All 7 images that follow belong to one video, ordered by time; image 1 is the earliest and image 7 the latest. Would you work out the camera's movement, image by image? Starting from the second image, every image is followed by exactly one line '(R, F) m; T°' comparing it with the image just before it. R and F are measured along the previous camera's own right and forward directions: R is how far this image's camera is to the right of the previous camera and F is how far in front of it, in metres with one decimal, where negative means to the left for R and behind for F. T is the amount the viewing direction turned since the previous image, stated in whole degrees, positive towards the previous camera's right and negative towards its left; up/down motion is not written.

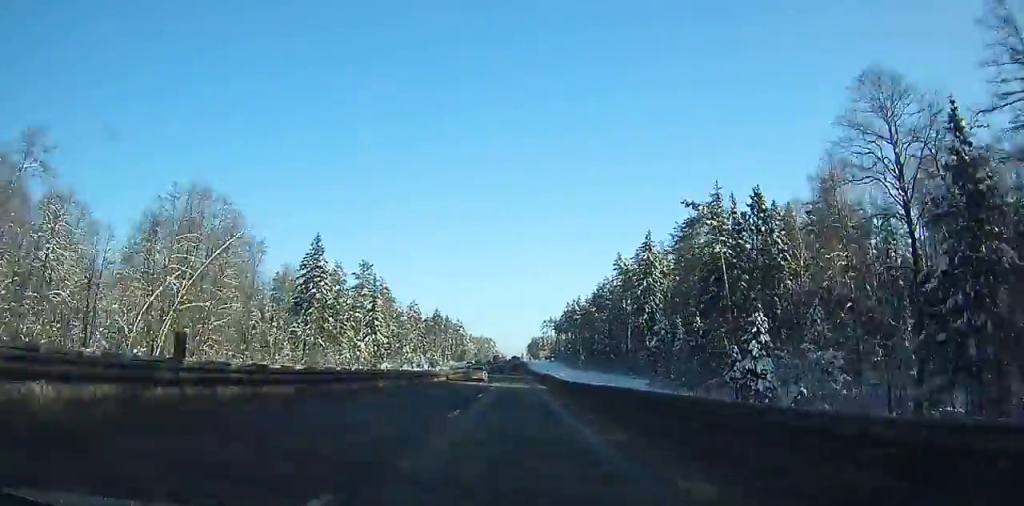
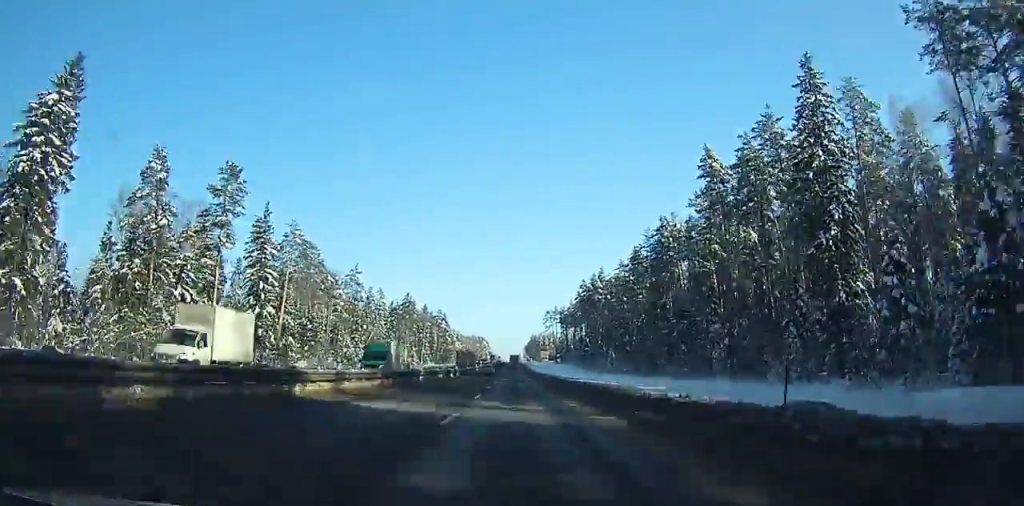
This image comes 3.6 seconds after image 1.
(-1.3, +74.3) m; -2°
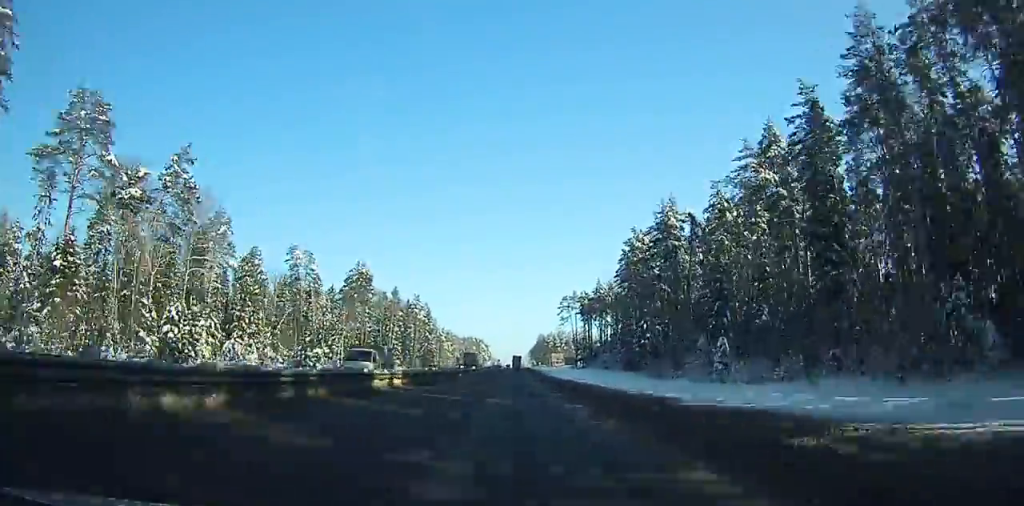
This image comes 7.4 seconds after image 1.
(+1.1, +76.4) m; +3°
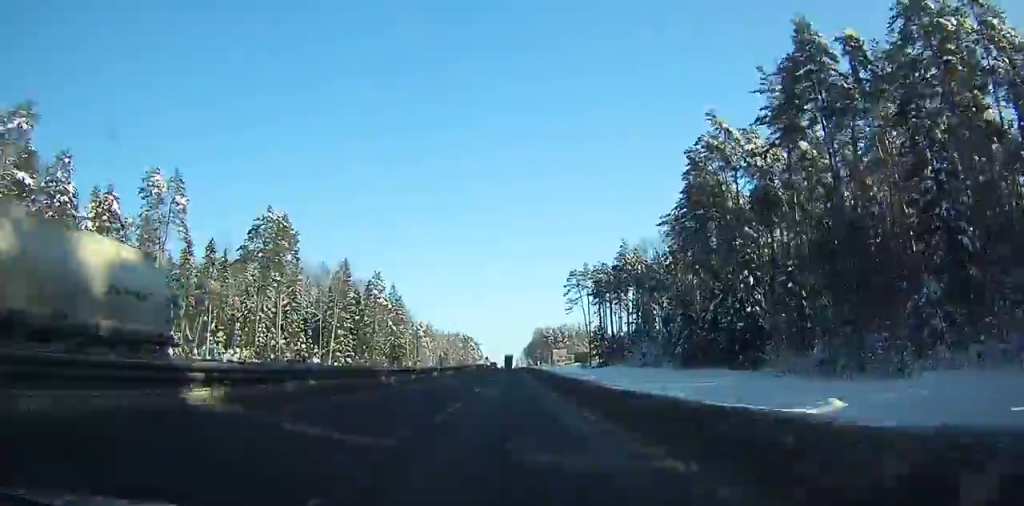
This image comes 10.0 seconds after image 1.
(+1.5, +49.7) m; 0°
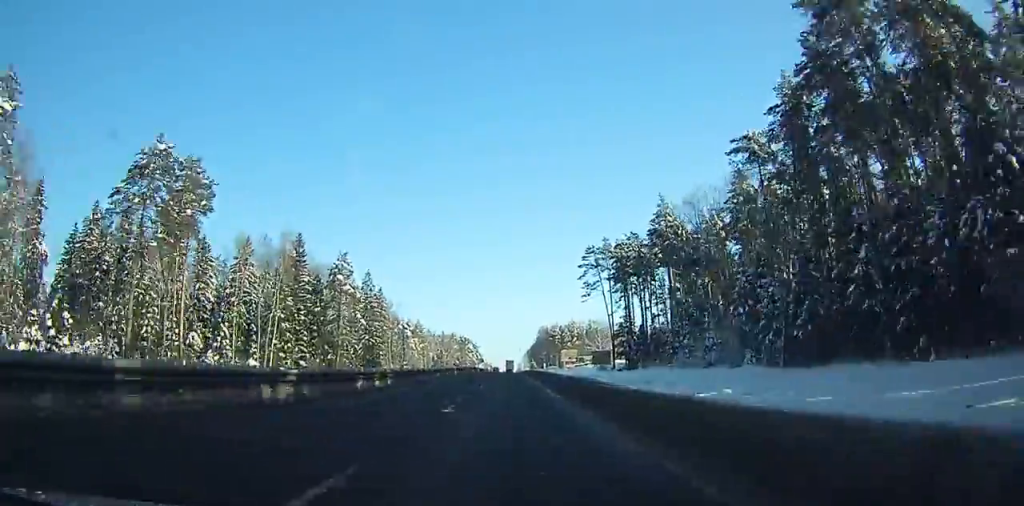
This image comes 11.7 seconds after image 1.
(-0.7, +31.0) m; -1°
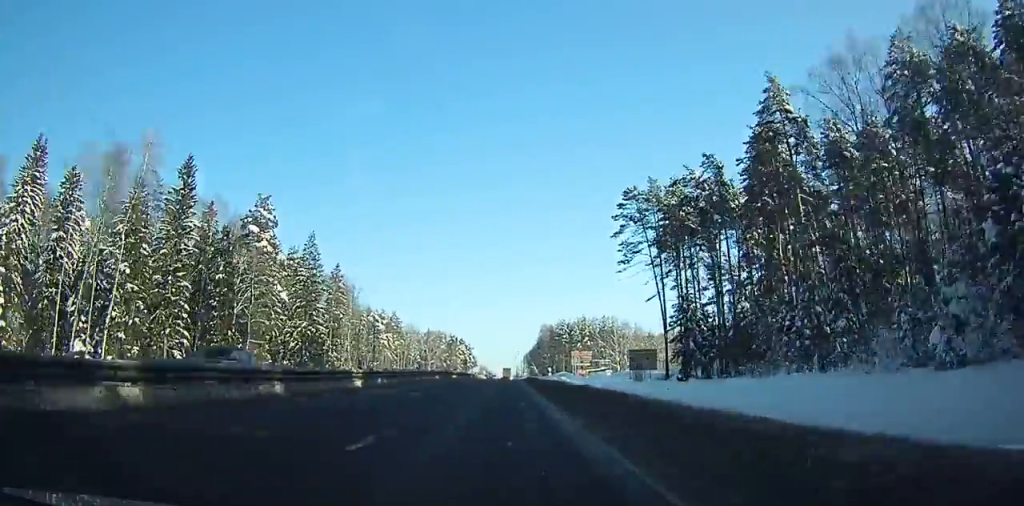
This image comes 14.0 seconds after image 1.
(-0.3, +38.1) m; 0°
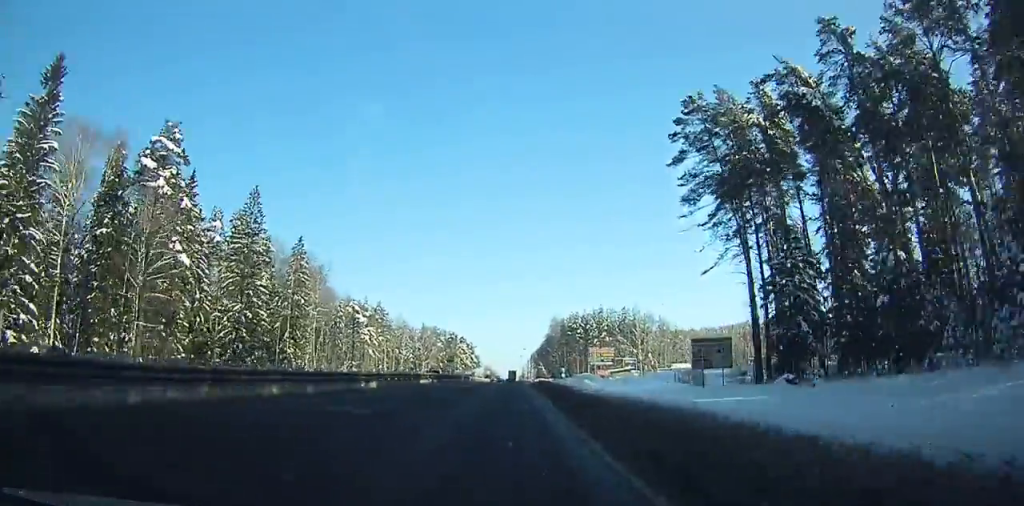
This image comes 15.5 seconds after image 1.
(-0.1, +23.6) m; 0°
